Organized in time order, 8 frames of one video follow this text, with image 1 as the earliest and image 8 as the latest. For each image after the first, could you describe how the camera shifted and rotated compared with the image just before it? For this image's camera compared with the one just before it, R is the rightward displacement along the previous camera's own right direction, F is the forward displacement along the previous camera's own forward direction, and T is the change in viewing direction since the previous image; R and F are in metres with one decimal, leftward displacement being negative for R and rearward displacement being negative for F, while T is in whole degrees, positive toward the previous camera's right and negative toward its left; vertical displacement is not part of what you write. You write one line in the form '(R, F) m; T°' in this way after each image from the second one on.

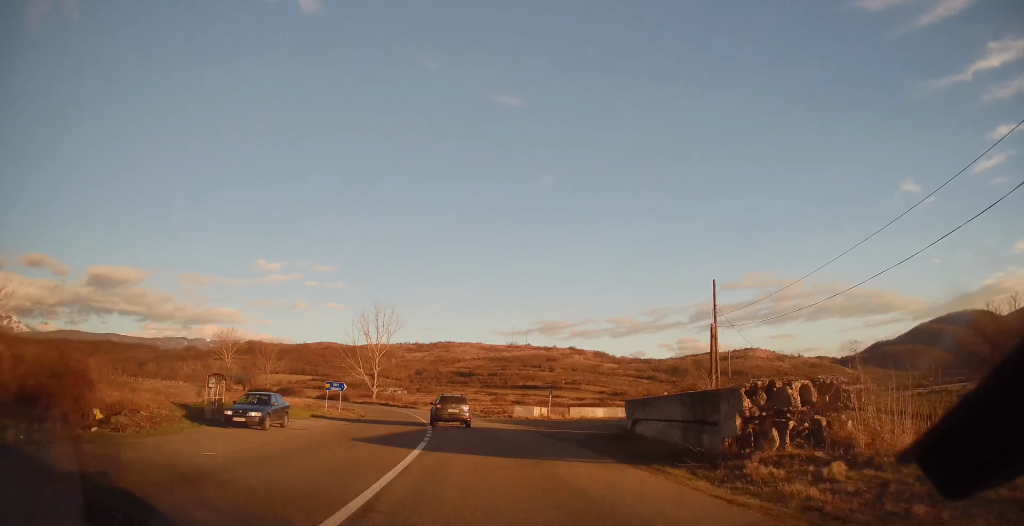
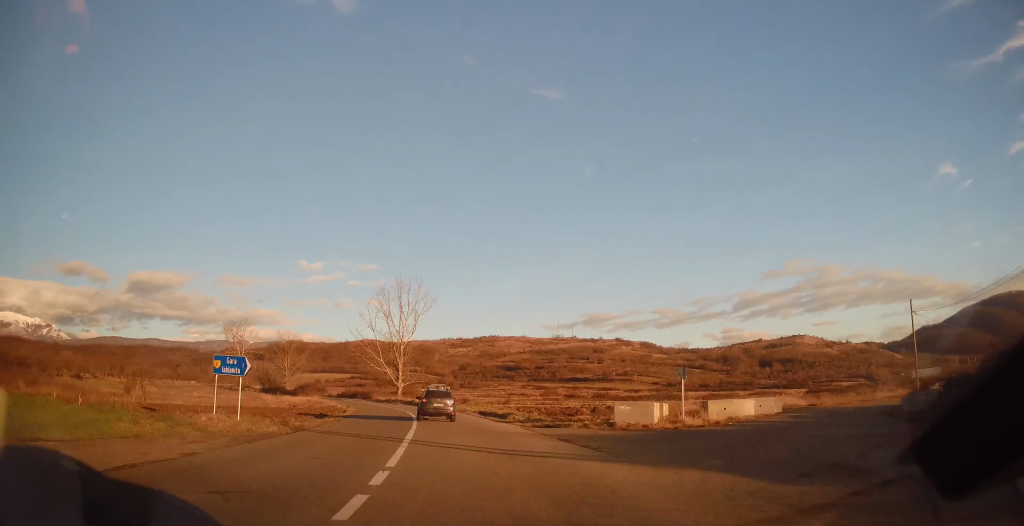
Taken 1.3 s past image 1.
(-0.5, +22.6) m; -4°
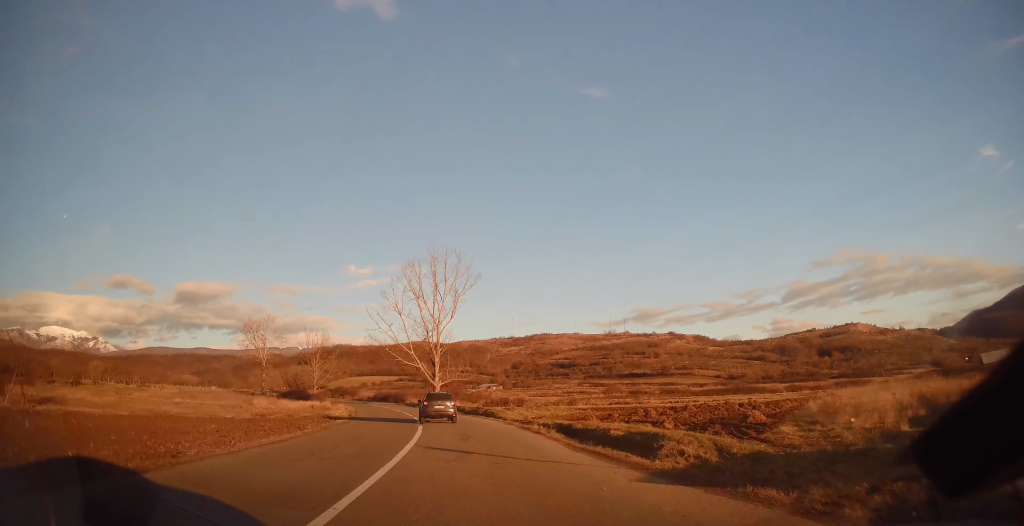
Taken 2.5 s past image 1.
(-1.2, +20.2) m; -7°
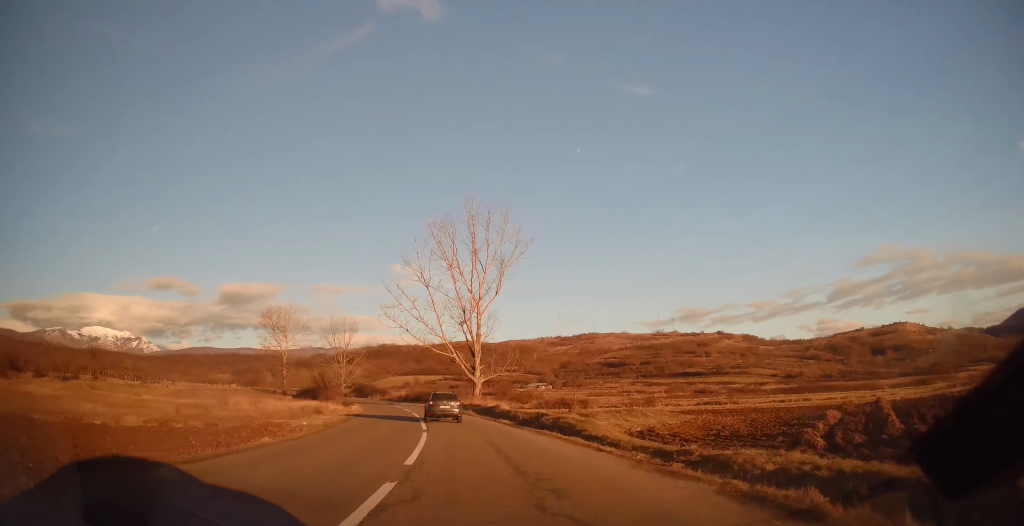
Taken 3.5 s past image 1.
(-0.8, +17.2) m; -4°
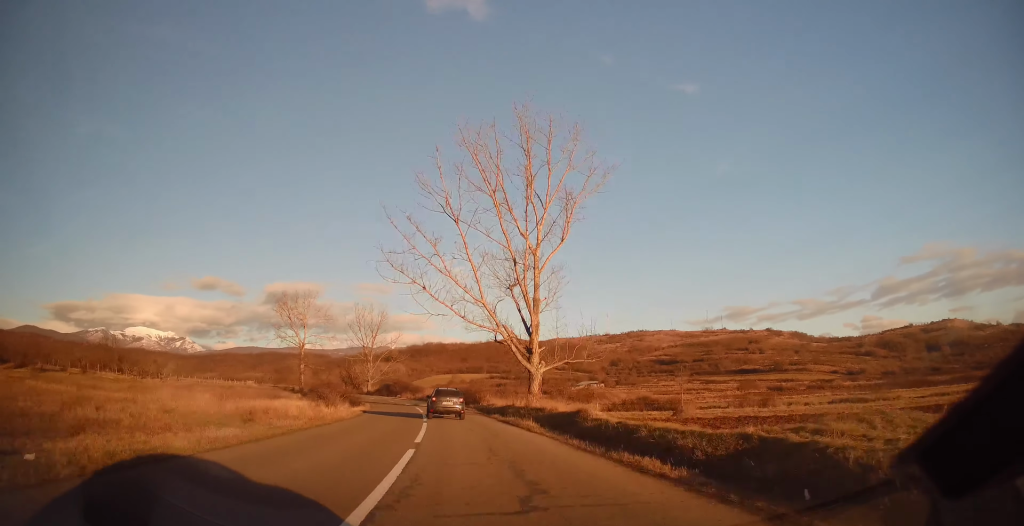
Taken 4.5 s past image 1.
(-0.6, +18.8) m; -4°
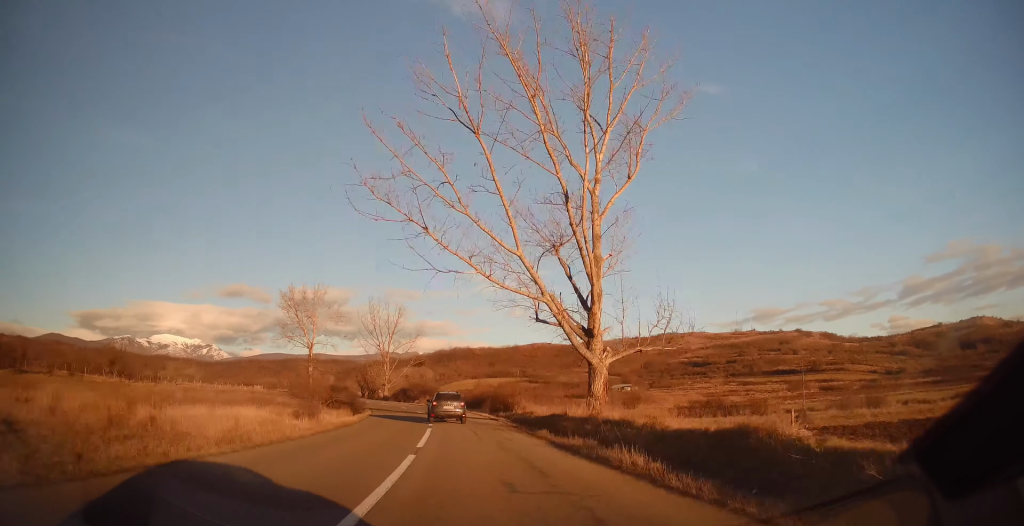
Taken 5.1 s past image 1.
(-0.2, +11.7) m; -3°
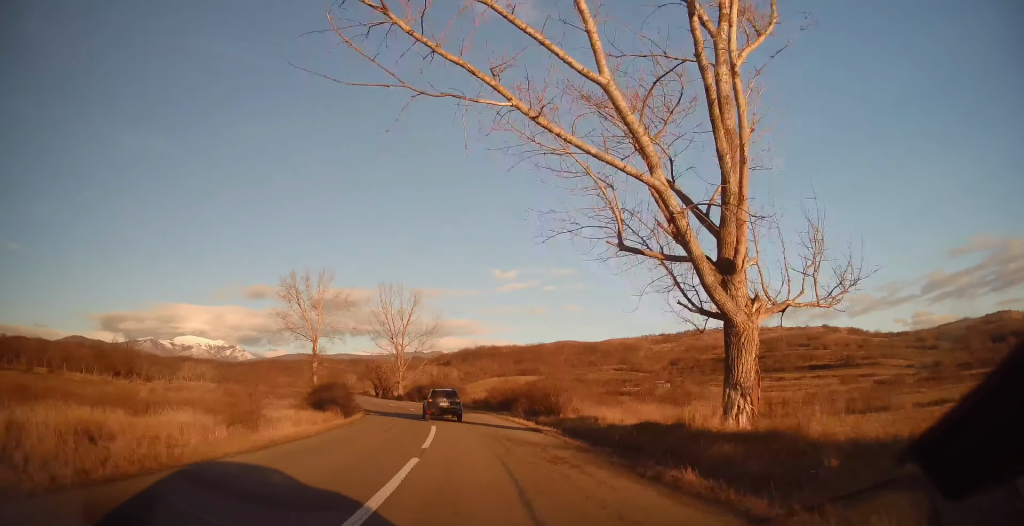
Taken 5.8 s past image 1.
(-0.5, +11.8) m; -3°
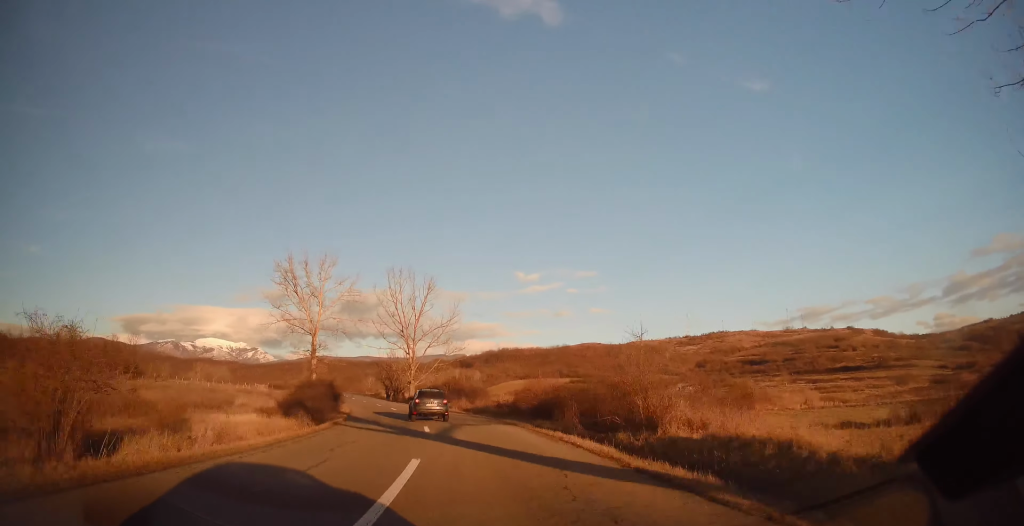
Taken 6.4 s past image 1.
(-0.3, +11.8) m; -3°
